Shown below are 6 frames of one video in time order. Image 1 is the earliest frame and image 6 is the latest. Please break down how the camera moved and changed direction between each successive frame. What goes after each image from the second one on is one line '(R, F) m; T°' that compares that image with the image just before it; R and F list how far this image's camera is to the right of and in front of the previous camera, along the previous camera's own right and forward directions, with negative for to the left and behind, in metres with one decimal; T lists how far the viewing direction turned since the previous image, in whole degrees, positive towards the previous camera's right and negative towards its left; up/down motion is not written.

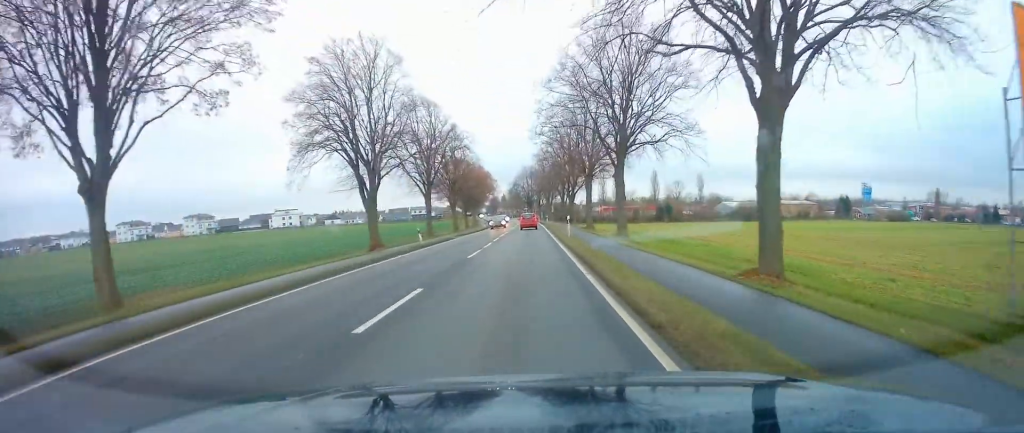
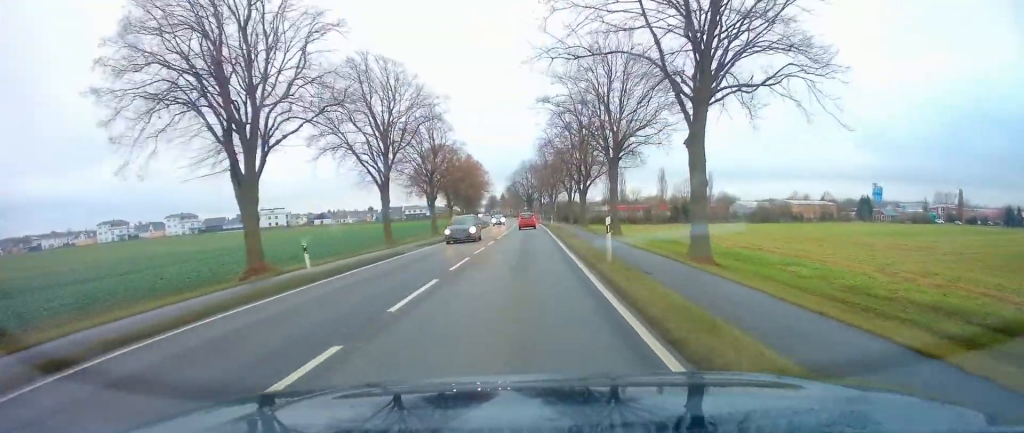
(0.0, +16.9) m; 0°
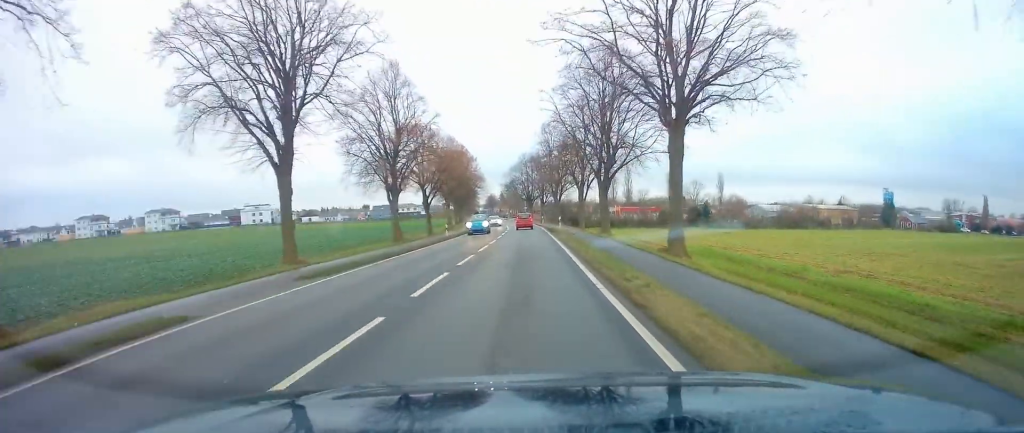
(+0.1, +16.9) m; 0°
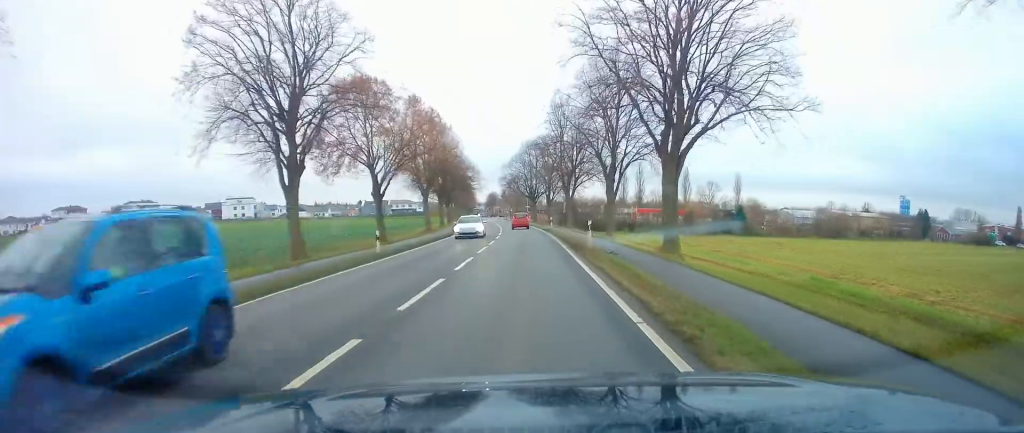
(0.0, +20.0) m; 0°
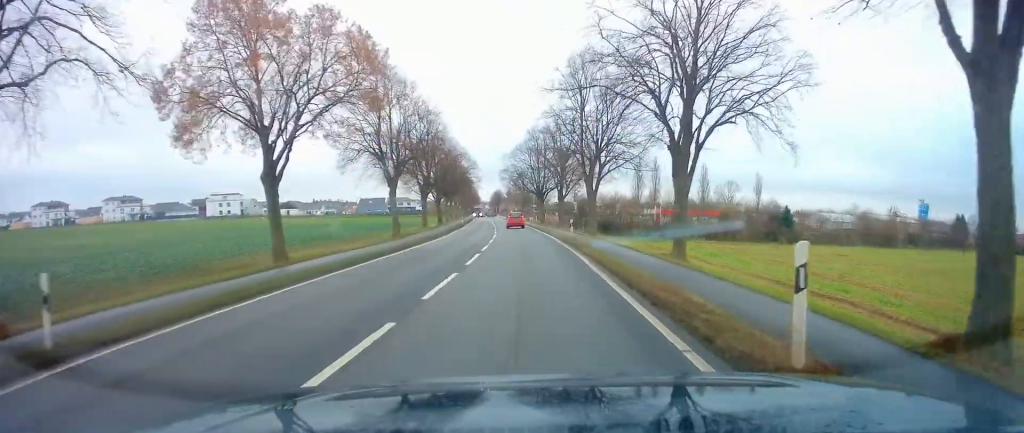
(-0.1, +17.5) m; 0°
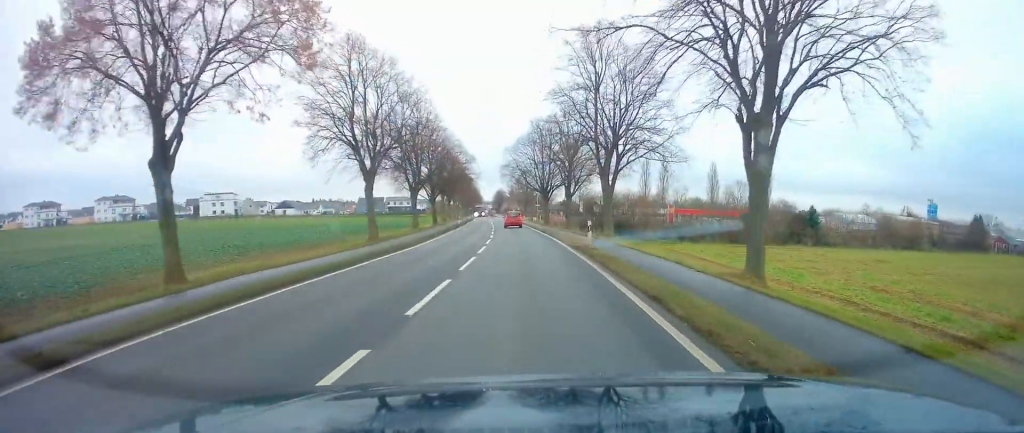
(+0.2, +7.6) m; 0°
